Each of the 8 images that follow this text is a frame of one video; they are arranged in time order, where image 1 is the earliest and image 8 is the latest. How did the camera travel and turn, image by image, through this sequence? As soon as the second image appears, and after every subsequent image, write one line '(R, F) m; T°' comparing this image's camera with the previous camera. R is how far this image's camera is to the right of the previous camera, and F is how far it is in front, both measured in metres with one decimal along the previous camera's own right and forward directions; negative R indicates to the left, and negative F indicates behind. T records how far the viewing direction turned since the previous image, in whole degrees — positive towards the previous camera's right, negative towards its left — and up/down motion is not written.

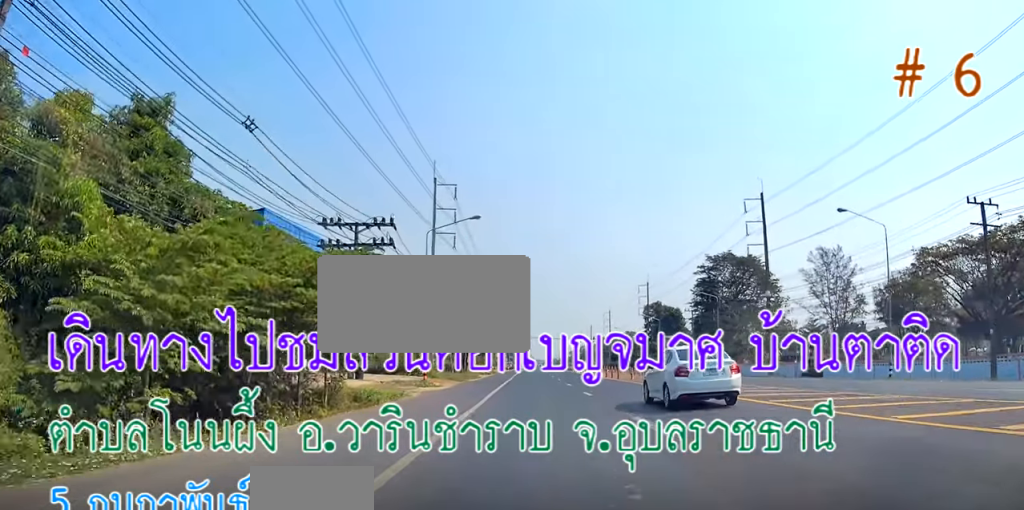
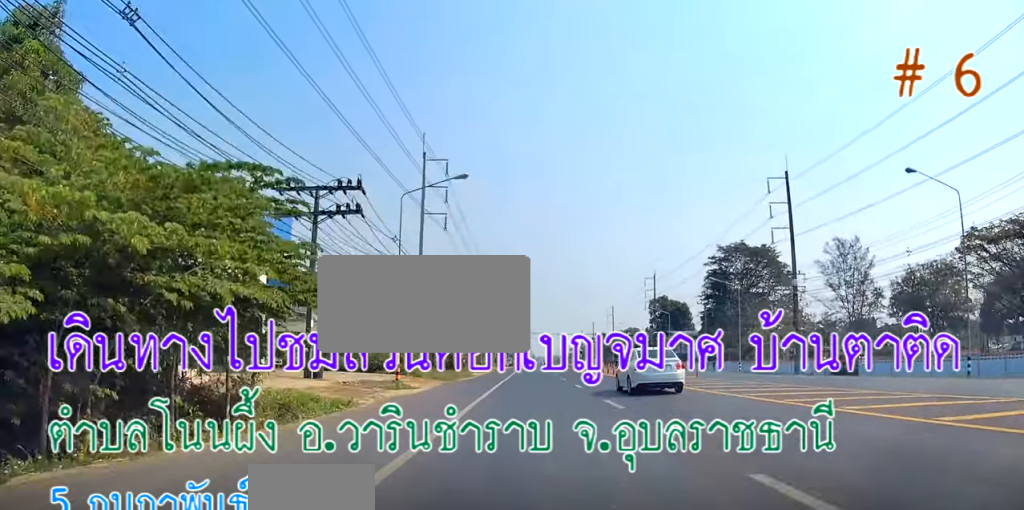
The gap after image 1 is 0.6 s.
(+0.2, +7.3) m; -1°
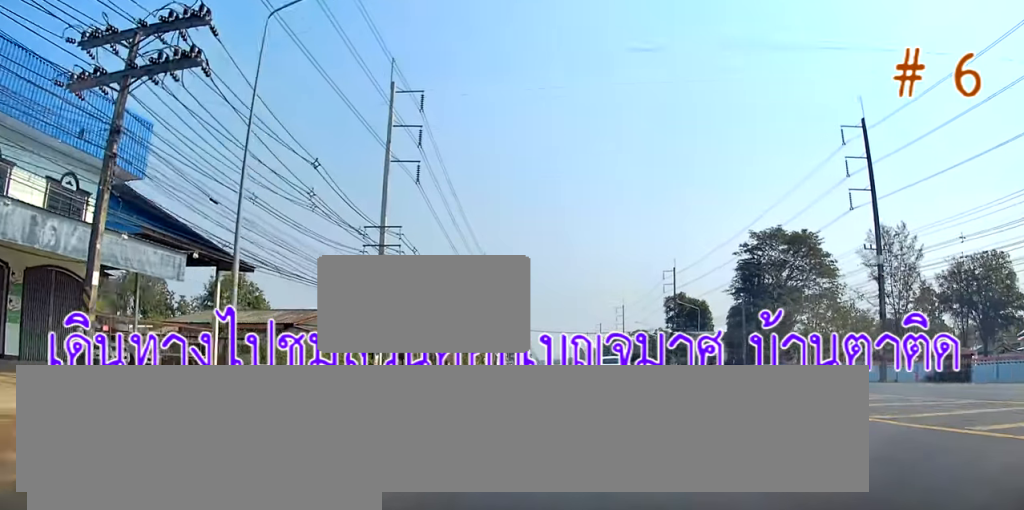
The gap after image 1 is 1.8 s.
(-0.4, +15.6) m; +1°
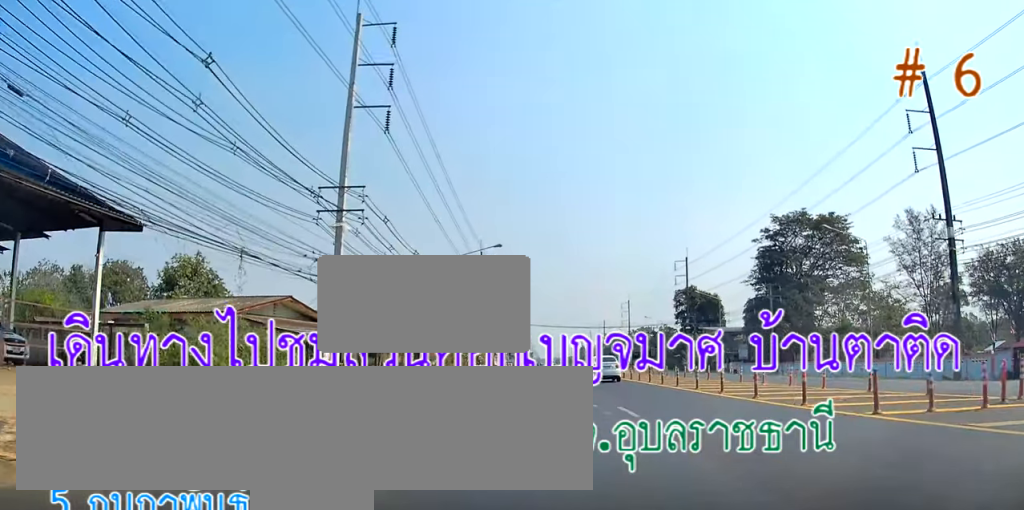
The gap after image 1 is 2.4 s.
(+0.3, +8.6) m; +1°
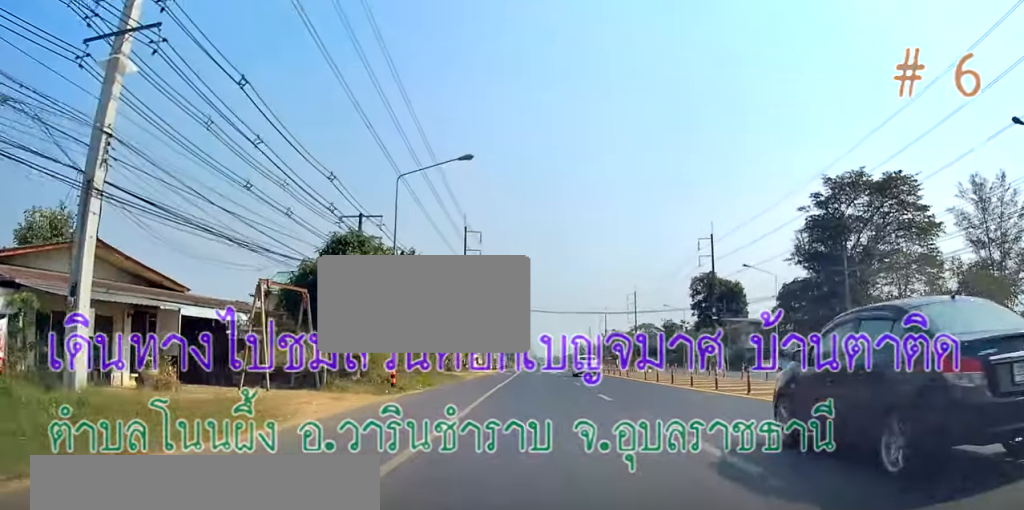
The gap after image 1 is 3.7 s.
(0.0, +18.5) m; +1°
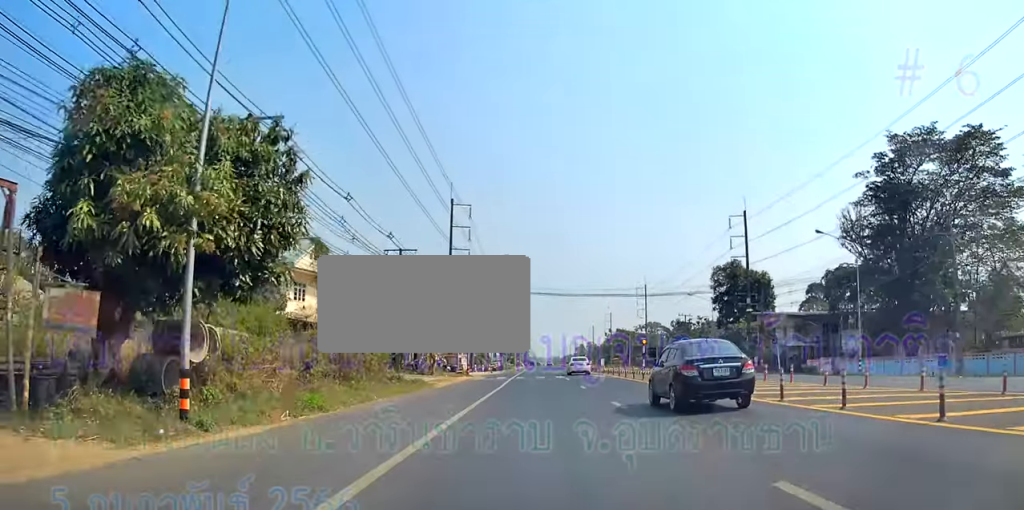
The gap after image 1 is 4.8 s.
(+0.4, +15.1) m; +2°
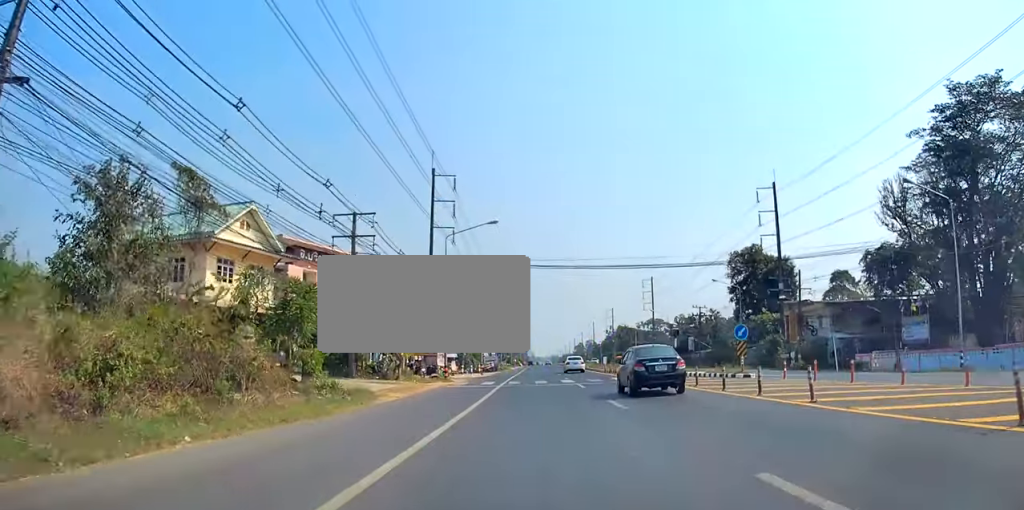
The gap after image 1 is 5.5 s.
(+0.1, +10.6) m; 0°
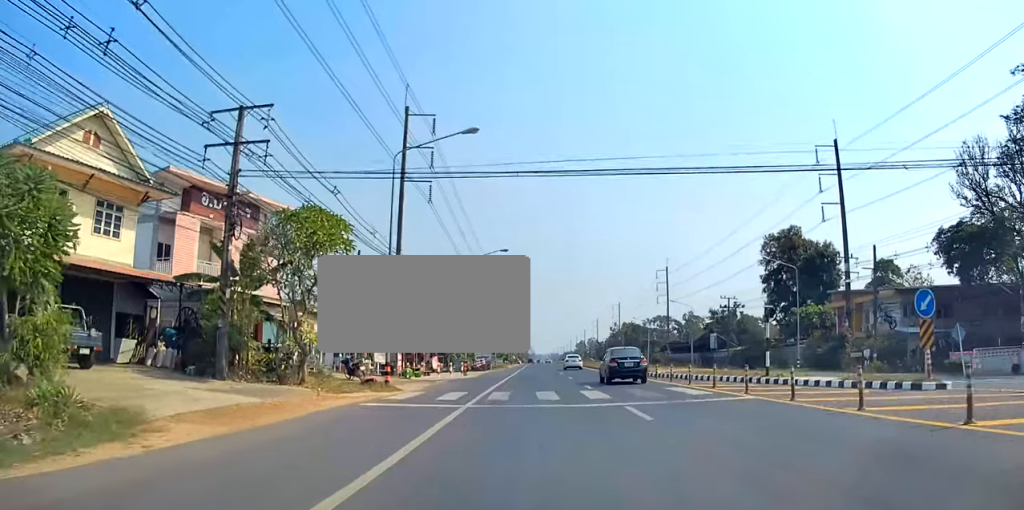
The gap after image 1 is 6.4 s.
(-0.2, +15.2) m; -1°
